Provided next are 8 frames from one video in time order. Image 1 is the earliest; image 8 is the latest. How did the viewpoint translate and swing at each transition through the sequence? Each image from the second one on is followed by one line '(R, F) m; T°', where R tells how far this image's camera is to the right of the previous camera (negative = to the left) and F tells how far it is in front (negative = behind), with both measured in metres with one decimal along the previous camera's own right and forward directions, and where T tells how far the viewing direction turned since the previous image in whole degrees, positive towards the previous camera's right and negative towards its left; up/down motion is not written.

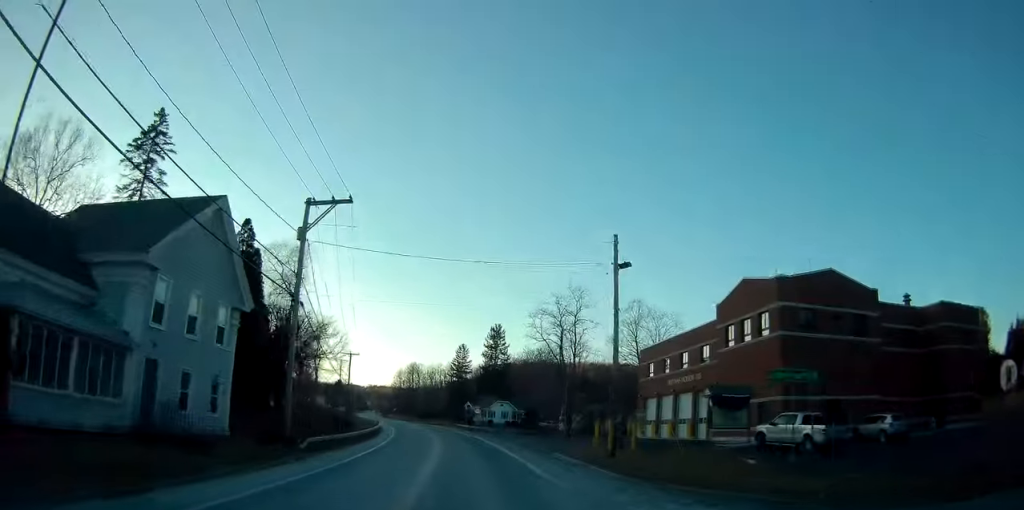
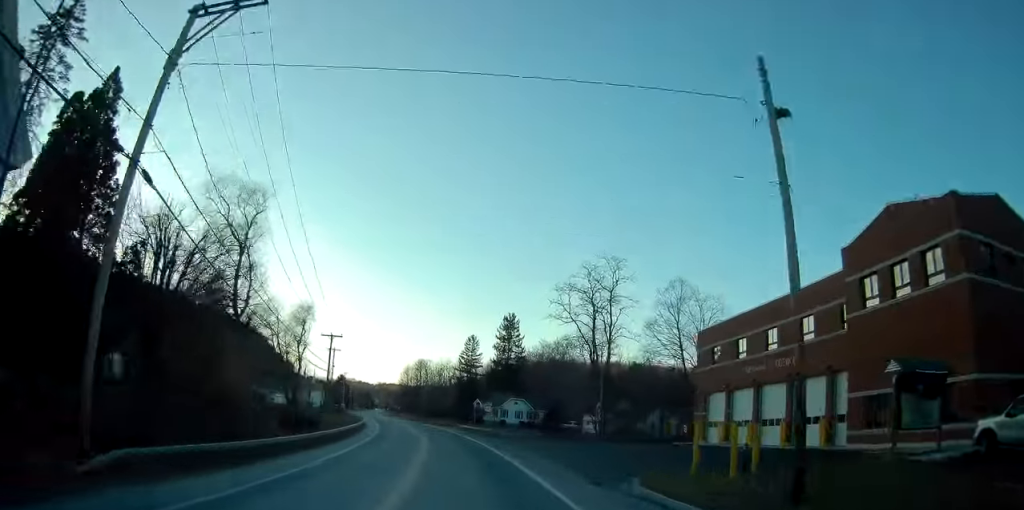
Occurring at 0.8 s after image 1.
(0.0, +15.5) m; -1°
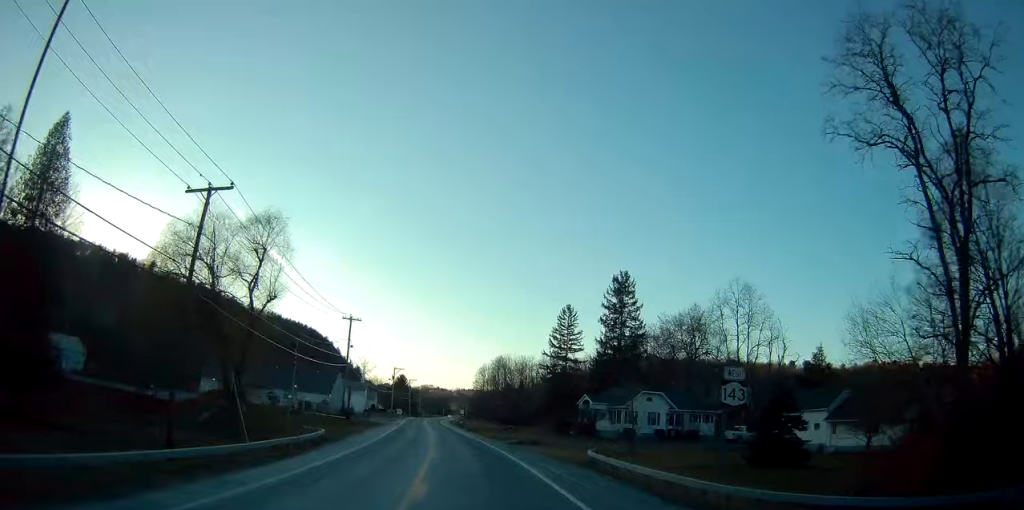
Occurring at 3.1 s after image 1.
(-2.6, +43.9) m; -7°
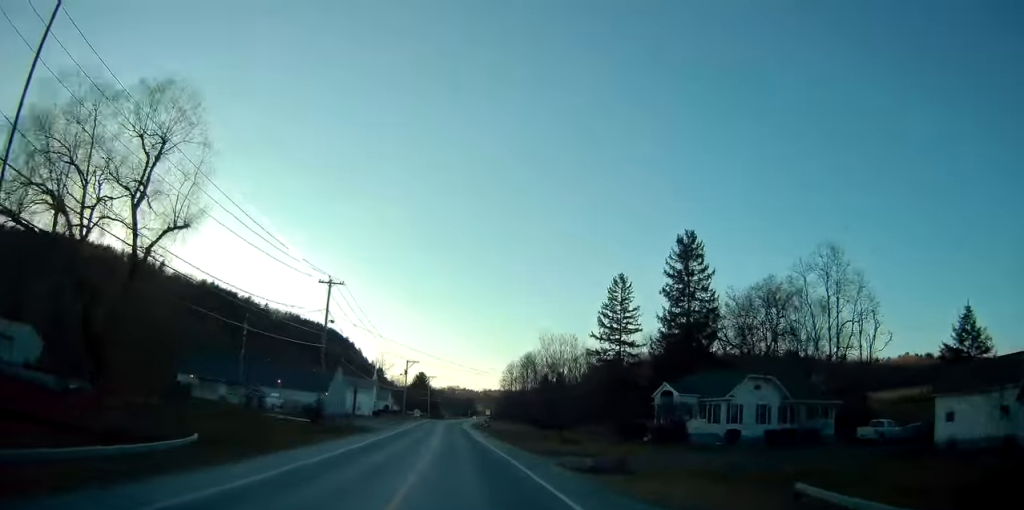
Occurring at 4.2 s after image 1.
(-0.7, +21.3) m; -2°
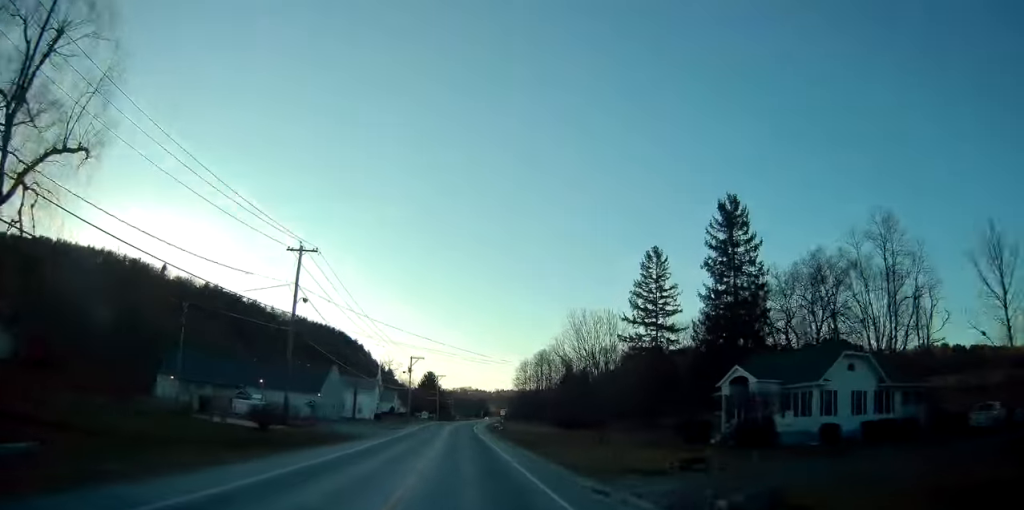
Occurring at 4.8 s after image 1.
(0.0, +11.6) m; -1°
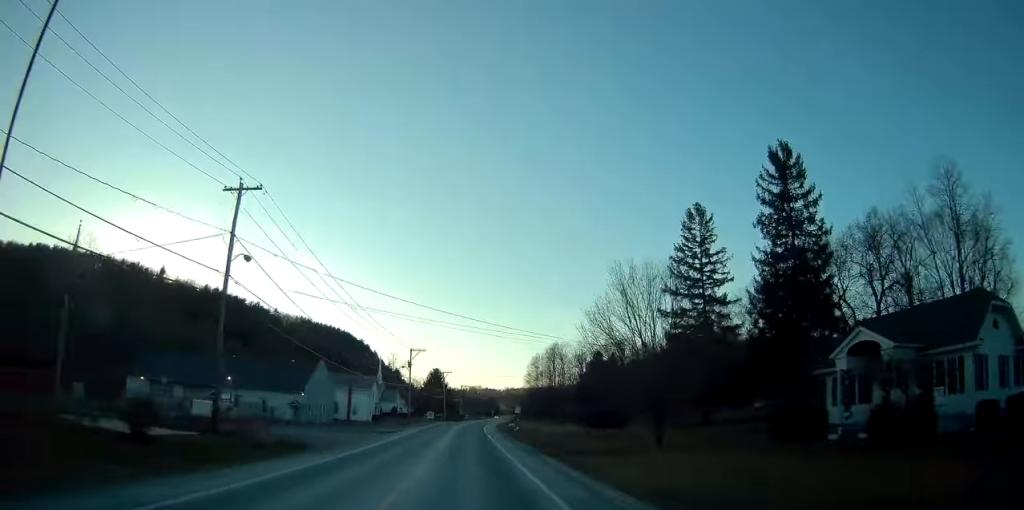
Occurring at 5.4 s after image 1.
(+0.1, +12.3) m; -1°
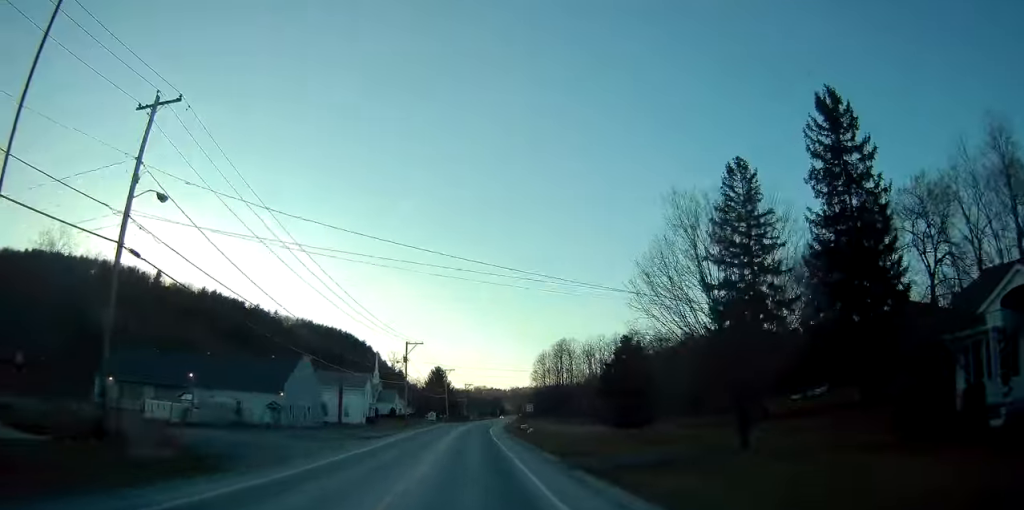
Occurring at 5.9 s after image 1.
(-0.2, +9.8) m; -1°
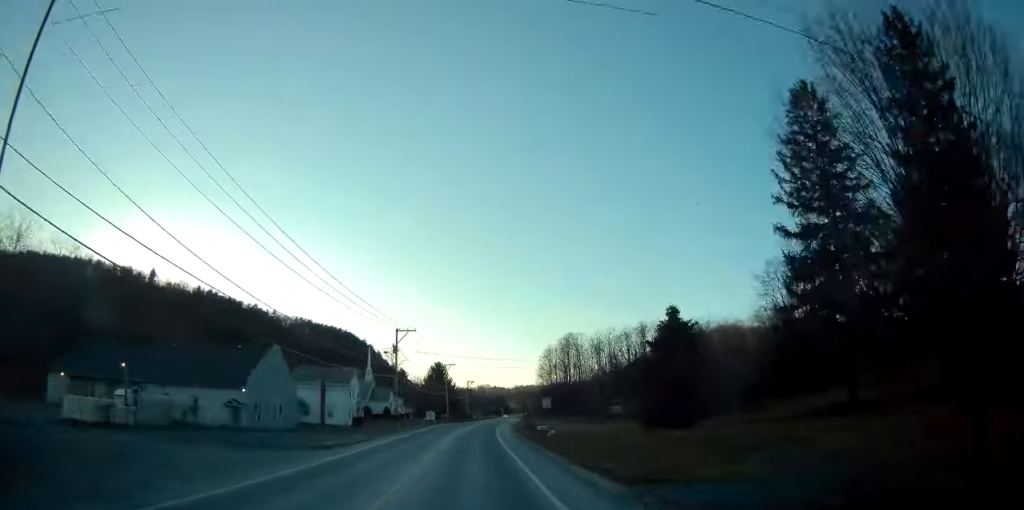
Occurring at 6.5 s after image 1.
(-0.1, +11.8) m; -1°
